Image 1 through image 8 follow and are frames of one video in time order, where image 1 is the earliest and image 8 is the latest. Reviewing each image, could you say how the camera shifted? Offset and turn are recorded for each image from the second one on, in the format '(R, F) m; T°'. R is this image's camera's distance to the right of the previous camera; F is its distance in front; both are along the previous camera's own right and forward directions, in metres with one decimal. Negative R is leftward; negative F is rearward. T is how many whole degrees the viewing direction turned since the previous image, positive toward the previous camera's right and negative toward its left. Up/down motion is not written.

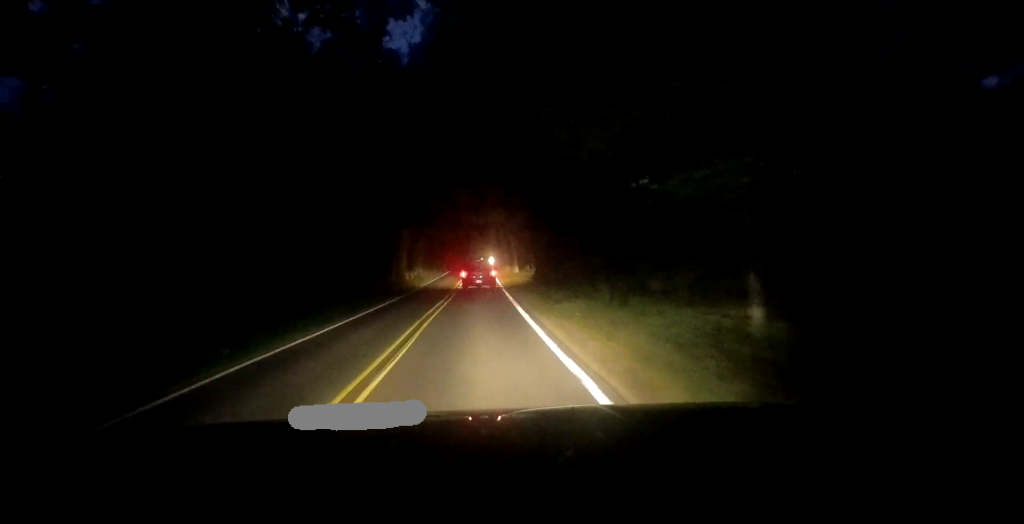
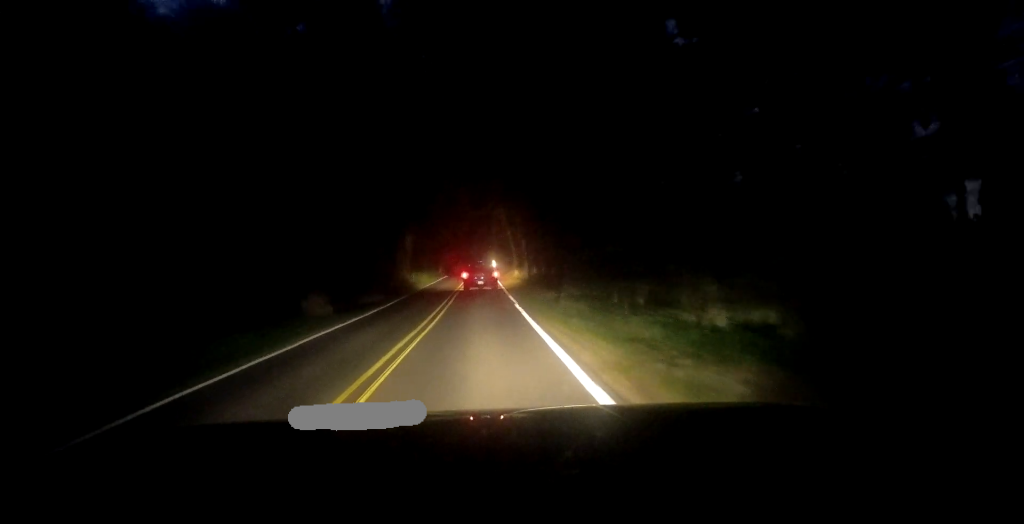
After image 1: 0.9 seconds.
(0.0, +11.9) m; +2°
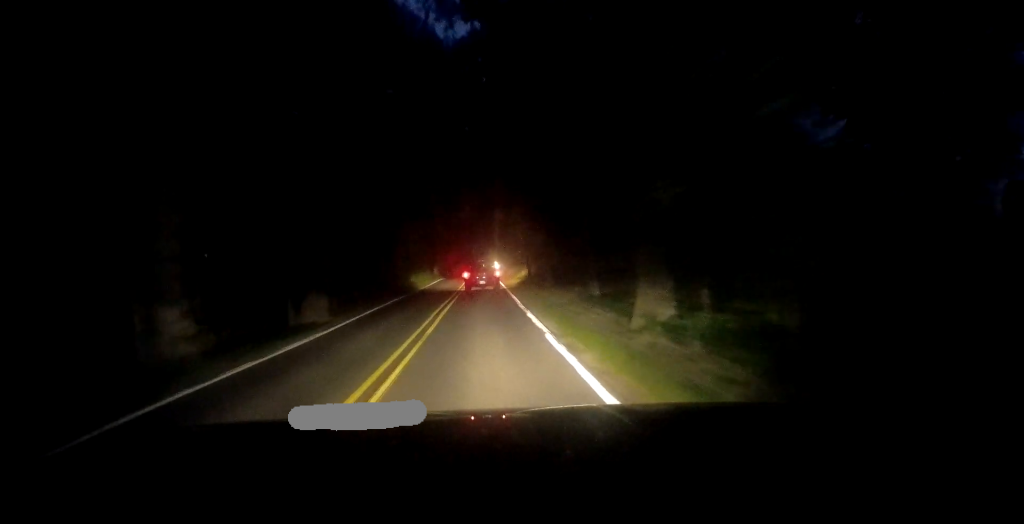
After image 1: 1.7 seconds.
(+0.5, +11.9) m; 0°
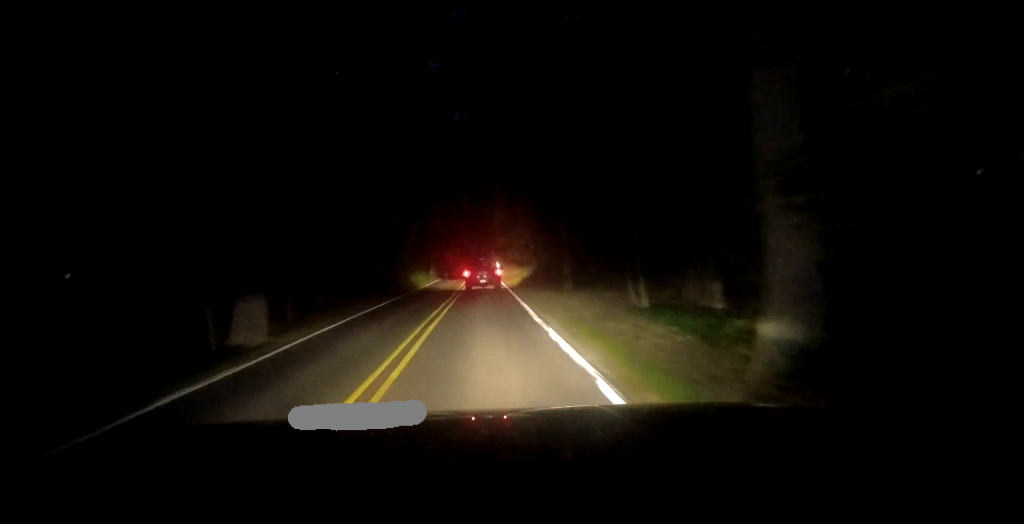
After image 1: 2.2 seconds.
(-0.2, +6.4) m; -1°
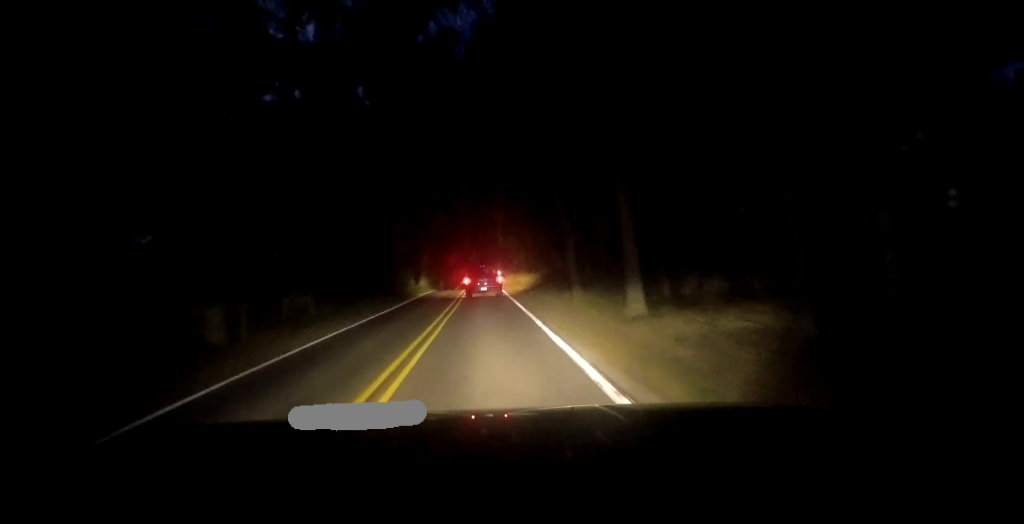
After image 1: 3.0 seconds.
(-0.2, +10.9) m; -1°
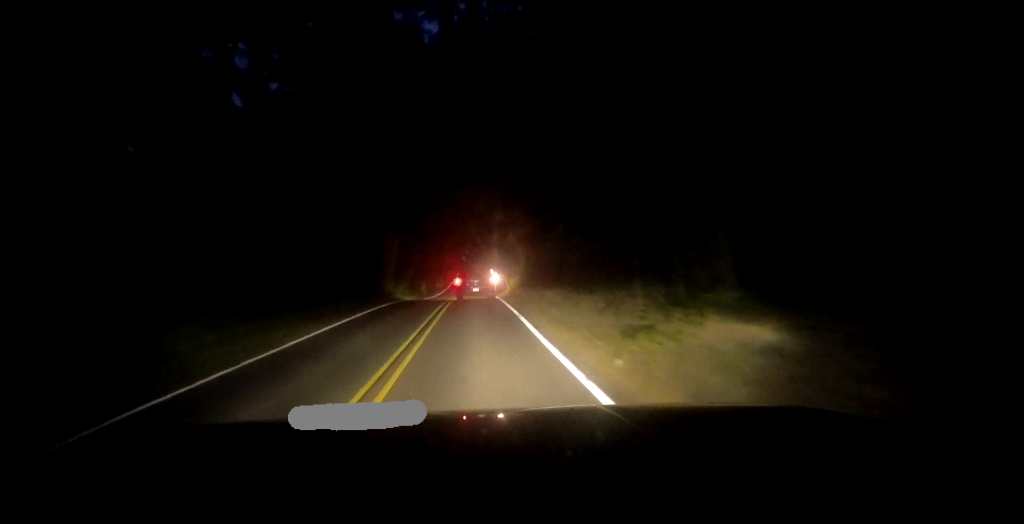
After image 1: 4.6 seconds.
(+0.6, +21.8) m; +3°
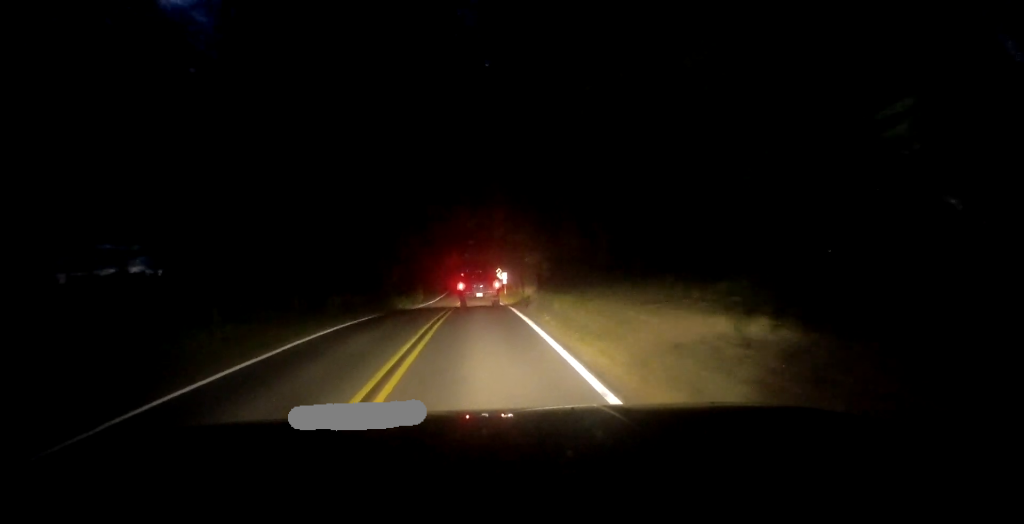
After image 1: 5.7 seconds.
(+0.1, +13.4) m; -2°
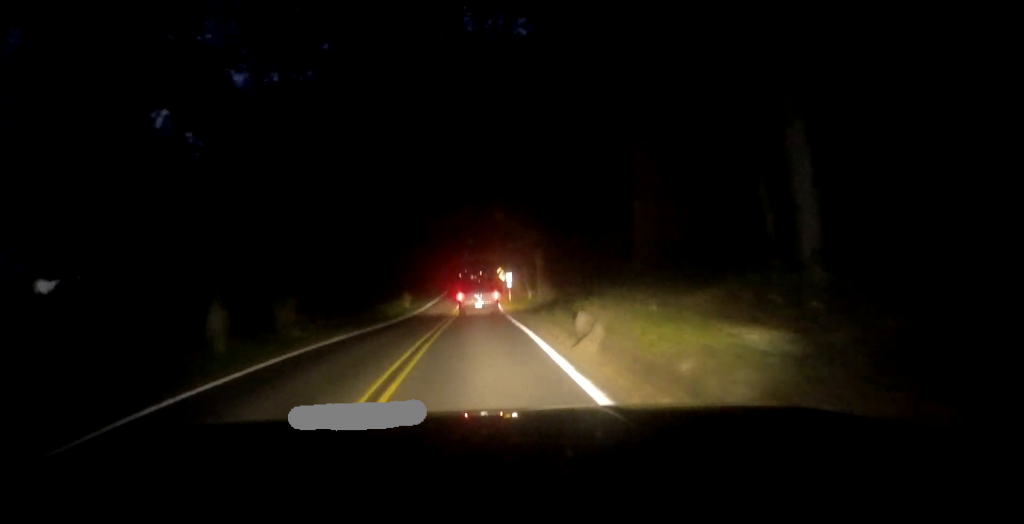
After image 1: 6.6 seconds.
(-0.5, +11.8) m; 0°
